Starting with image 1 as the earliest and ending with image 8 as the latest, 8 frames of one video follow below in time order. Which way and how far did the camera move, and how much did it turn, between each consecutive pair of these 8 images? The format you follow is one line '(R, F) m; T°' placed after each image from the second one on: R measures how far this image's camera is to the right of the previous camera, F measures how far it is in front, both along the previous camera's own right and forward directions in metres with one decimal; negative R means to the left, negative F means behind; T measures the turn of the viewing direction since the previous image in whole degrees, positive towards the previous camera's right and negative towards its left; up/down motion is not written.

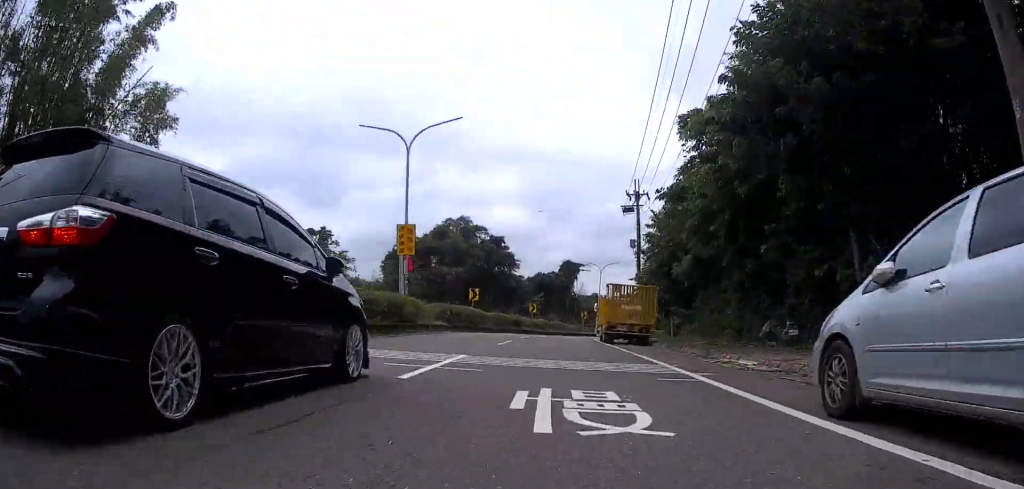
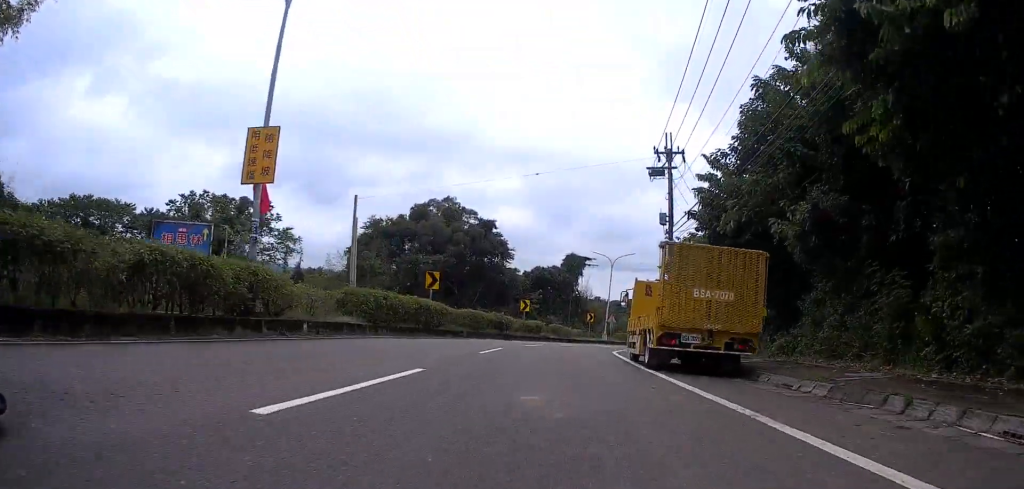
(-1.0, +14.8) m; 0°
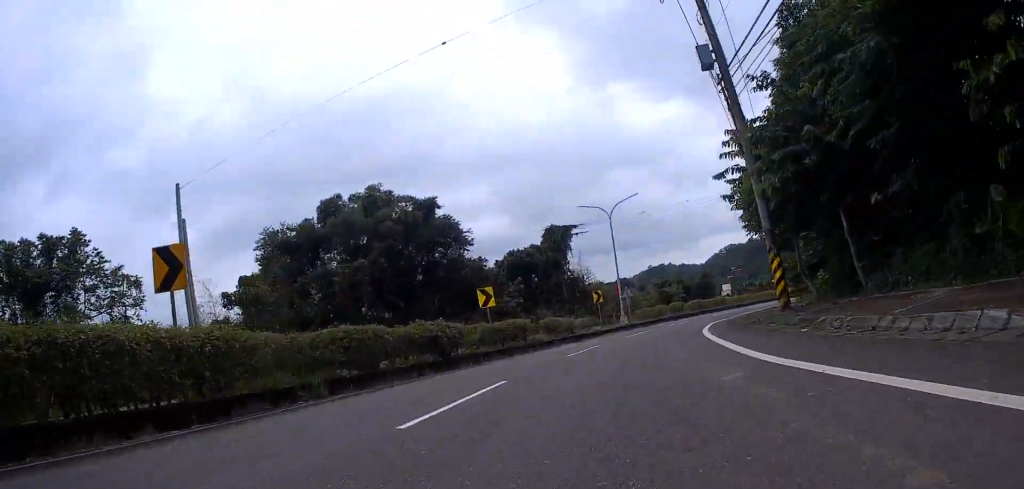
(+1.8, +20.0) m; +10°
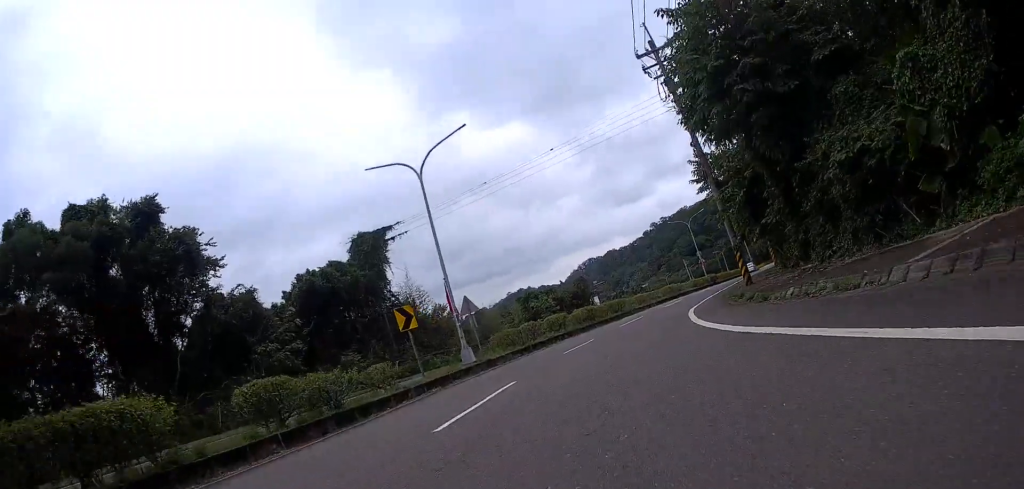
(+2.2, +16.7) m; +14°
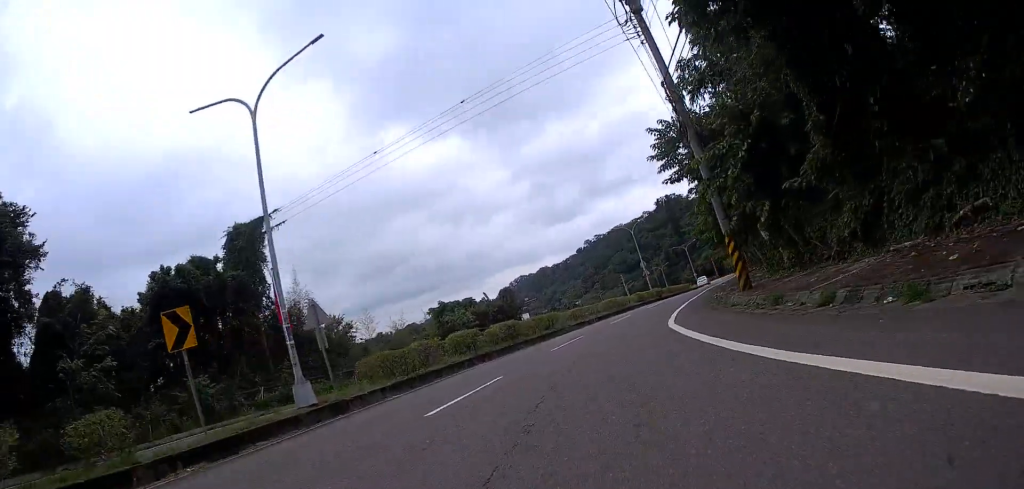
(+0.6, +7.7) m; +5°
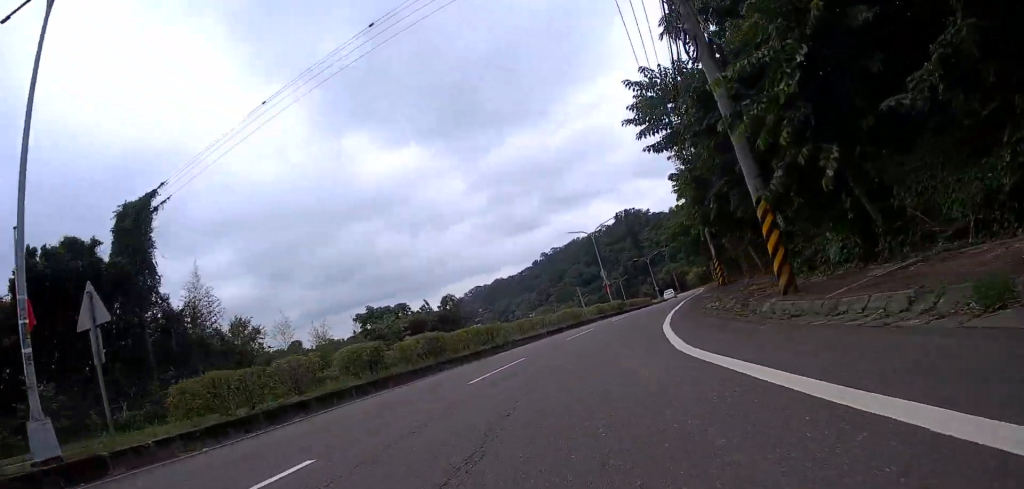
(+0.1, +6.4) m; +3°
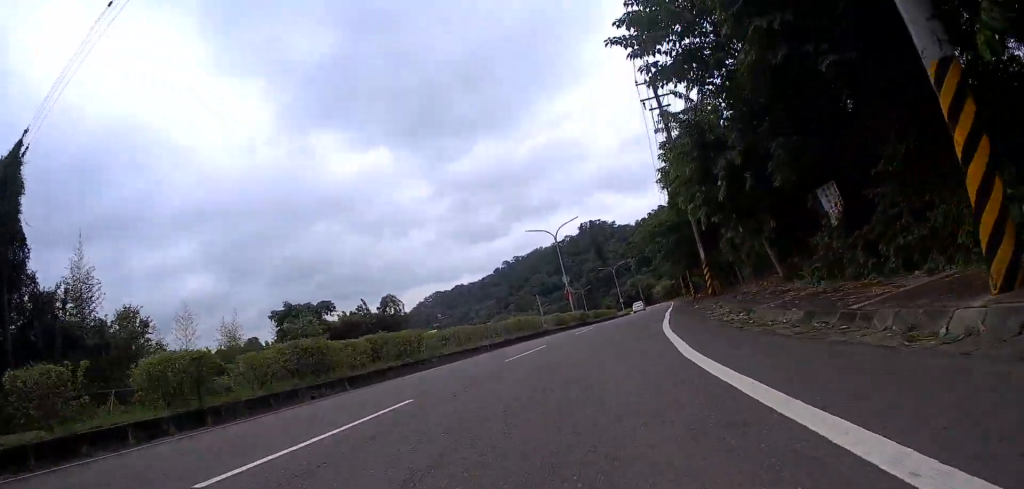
(-0.2, +6.6) m; +3°
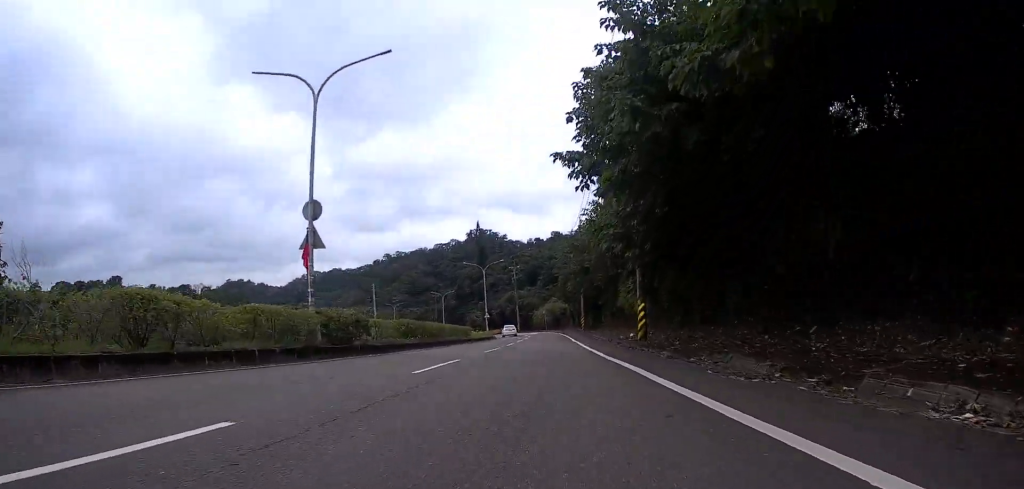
(+2.7, +32.9) m; +5°
